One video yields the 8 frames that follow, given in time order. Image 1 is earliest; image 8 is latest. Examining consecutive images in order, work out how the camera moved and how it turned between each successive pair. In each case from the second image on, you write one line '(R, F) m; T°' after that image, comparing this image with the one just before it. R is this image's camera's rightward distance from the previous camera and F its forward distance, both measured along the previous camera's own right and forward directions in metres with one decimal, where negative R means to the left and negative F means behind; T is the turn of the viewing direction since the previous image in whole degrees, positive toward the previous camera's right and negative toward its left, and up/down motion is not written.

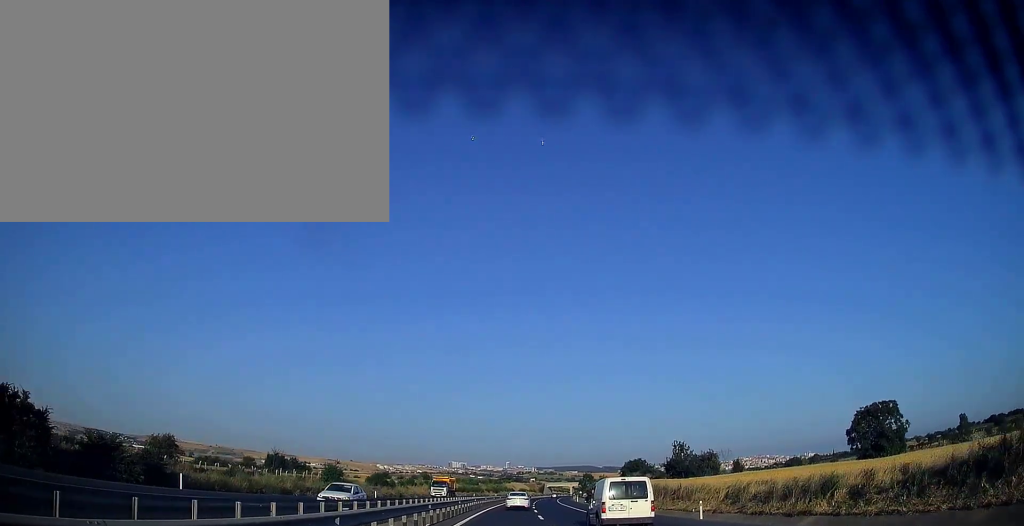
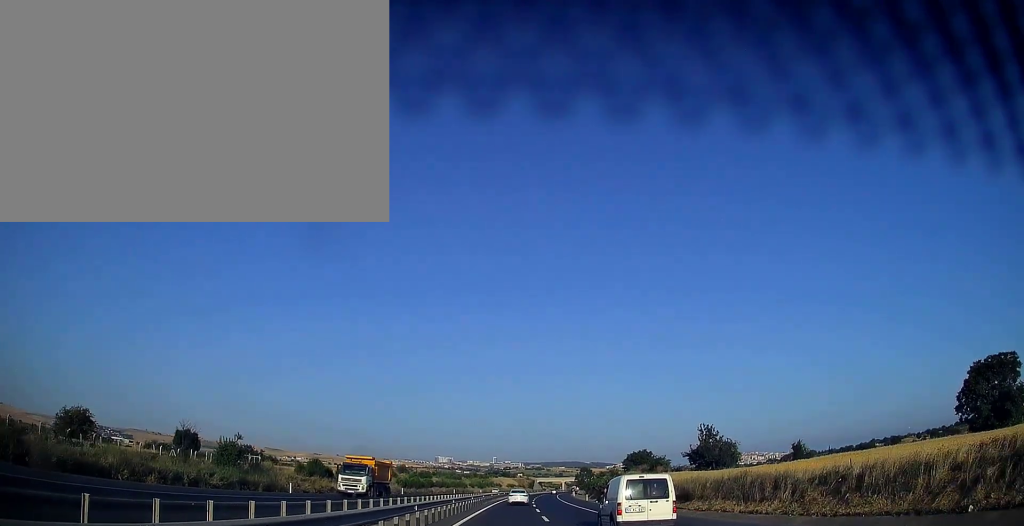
(+0.3, +27.4) m; +1°
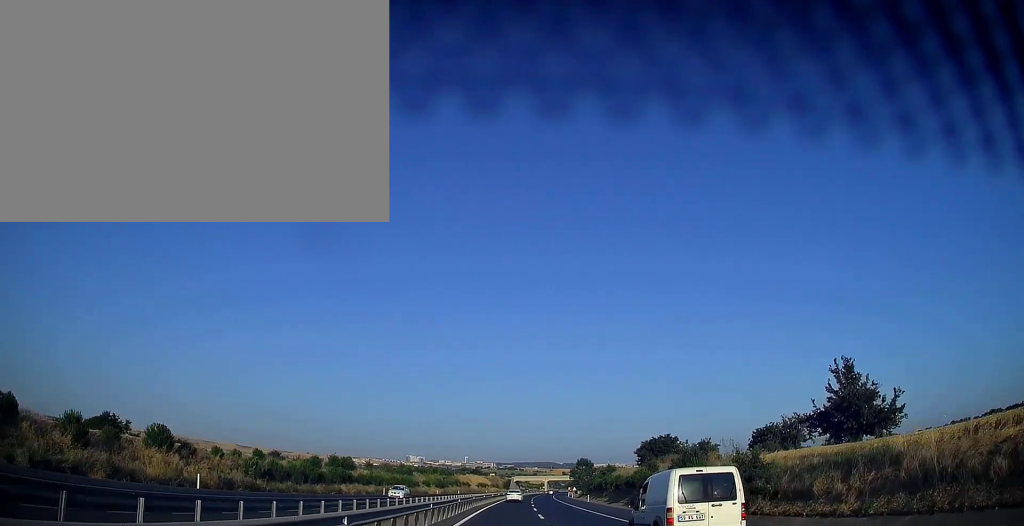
(+1.4, +57.2) m; +2°
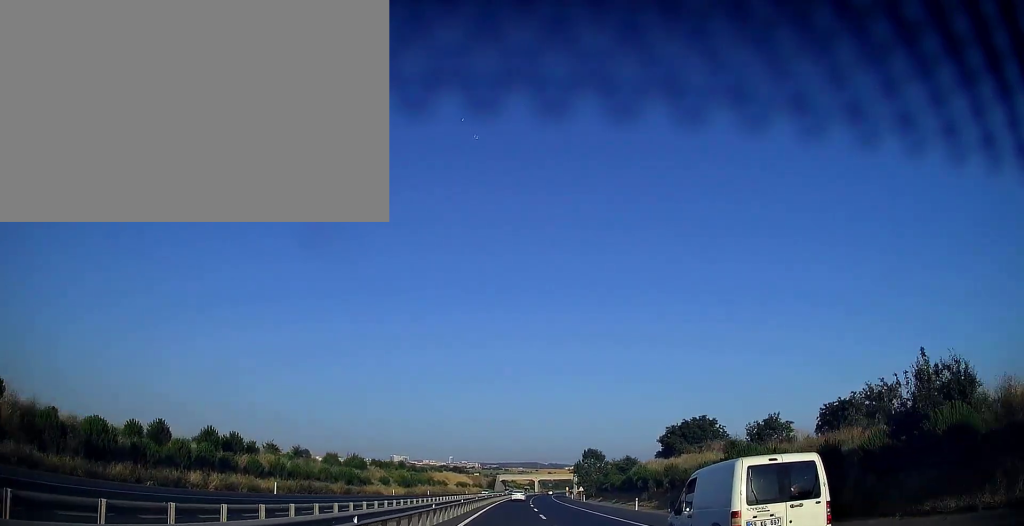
(+0.2, +35.2) m; +2°
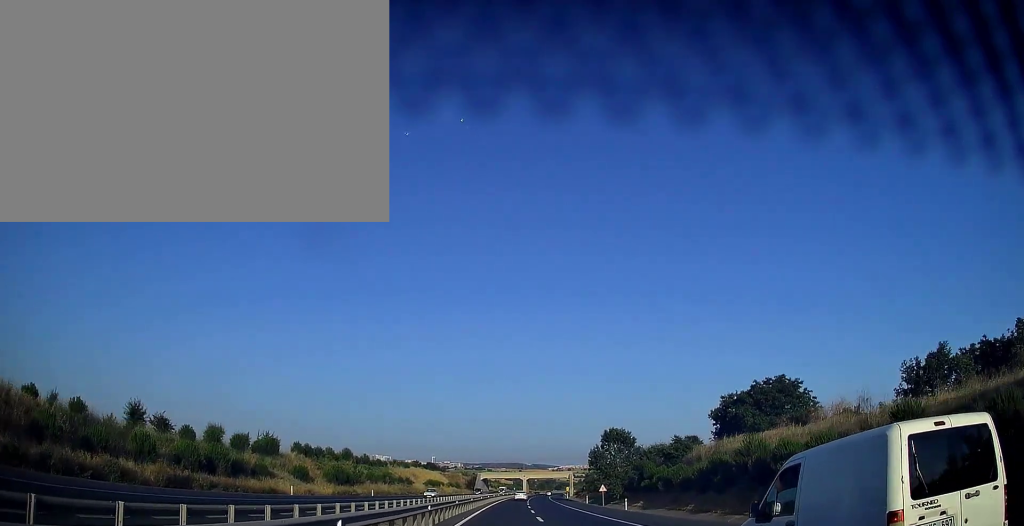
(+0.9, +36.5) m; +2°
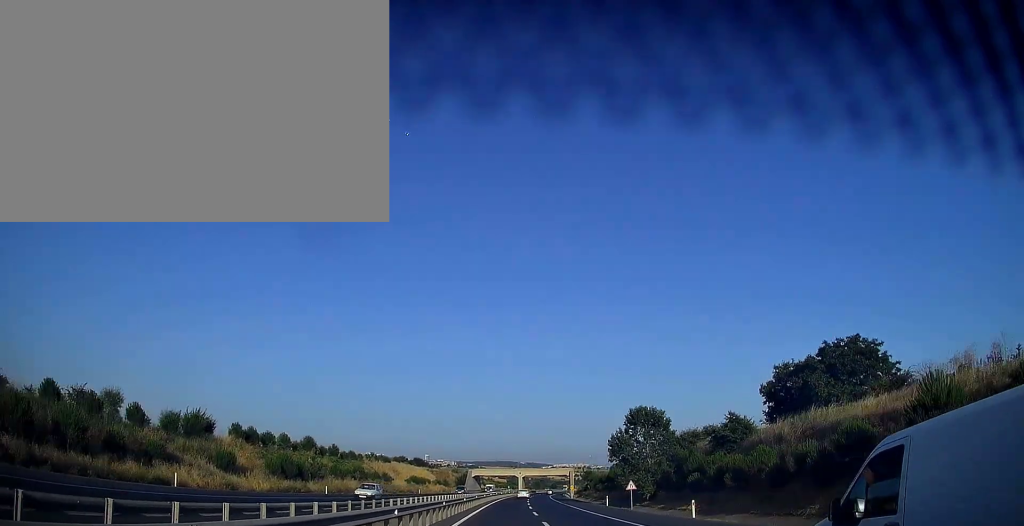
(-0.1, +18.2) m; 0°
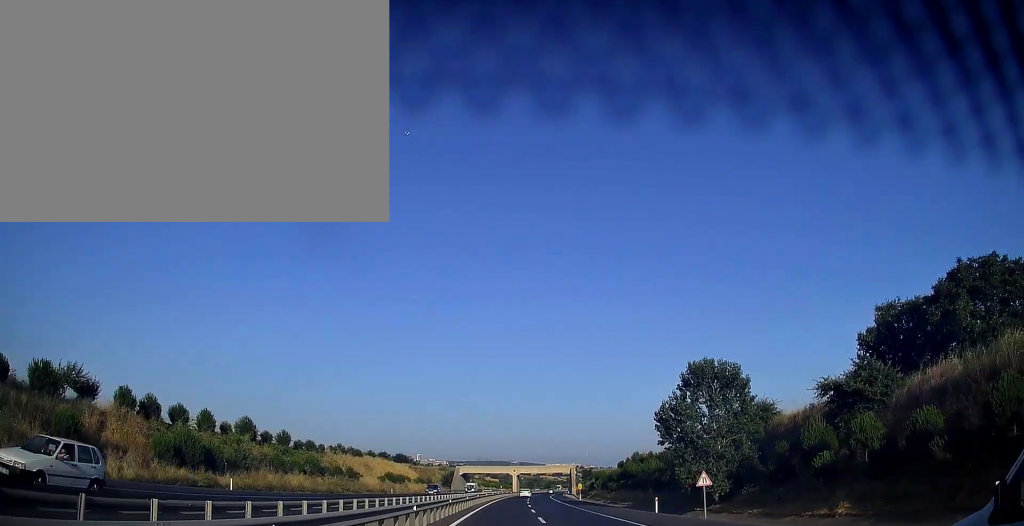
(+0.2, +21.5) m; +1°
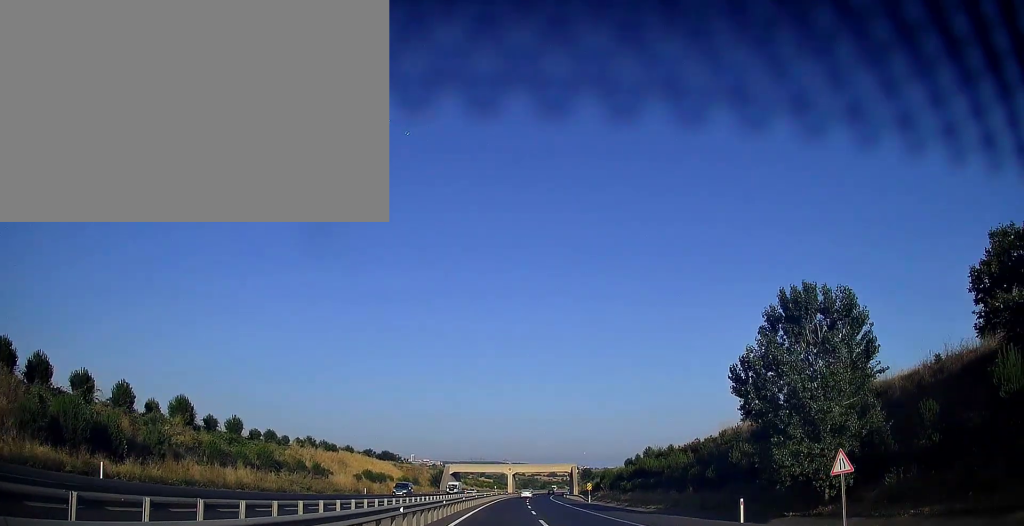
(+0.1, +14.0) m; 0°
